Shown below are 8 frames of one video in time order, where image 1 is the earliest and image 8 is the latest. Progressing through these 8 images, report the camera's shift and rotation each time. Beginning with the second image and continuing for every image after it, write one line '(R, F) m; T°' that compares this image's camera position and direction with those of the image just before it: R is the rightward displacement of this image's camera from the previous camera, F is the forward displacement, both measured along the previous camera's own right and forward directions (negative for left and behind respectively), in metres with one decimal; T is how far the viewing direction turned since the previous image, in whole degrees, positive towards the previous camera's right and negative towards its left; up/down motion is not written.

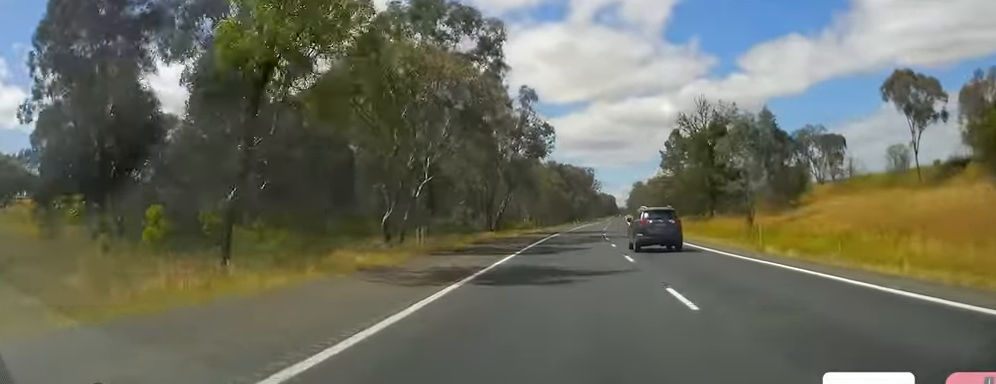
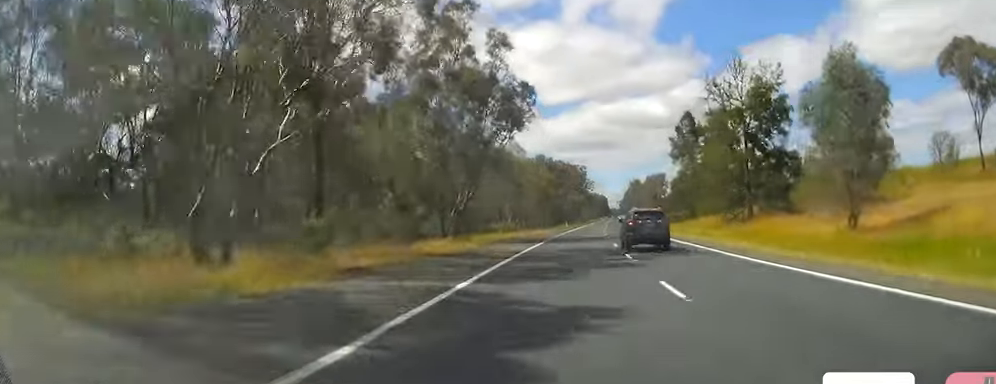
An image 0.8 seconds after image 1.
(0.0, +22.0) m; 0°
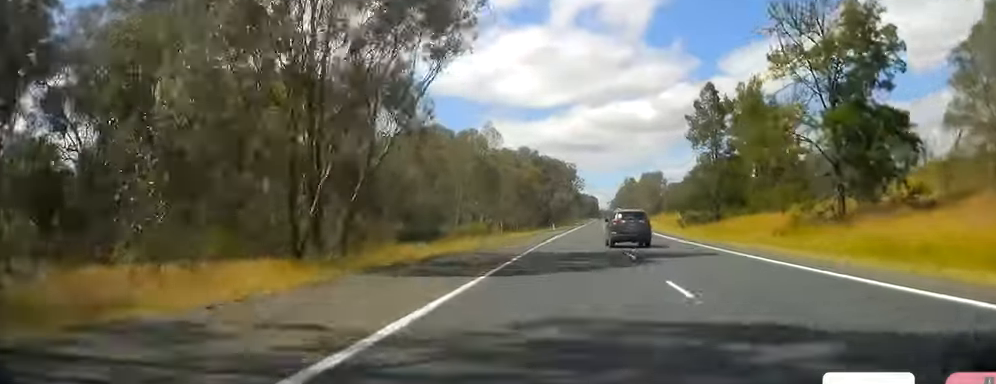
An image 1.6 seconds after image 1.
(-0.4, +23.9) m; +2°
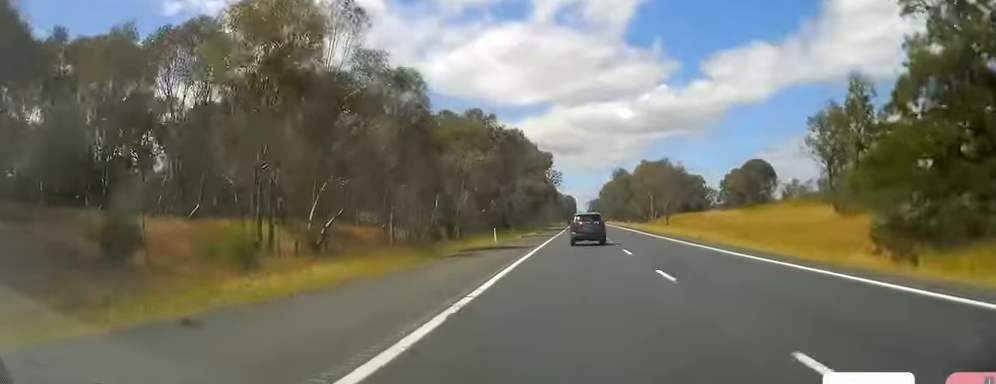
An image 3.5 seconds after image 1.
(+1.9, +55.5) m; +4°
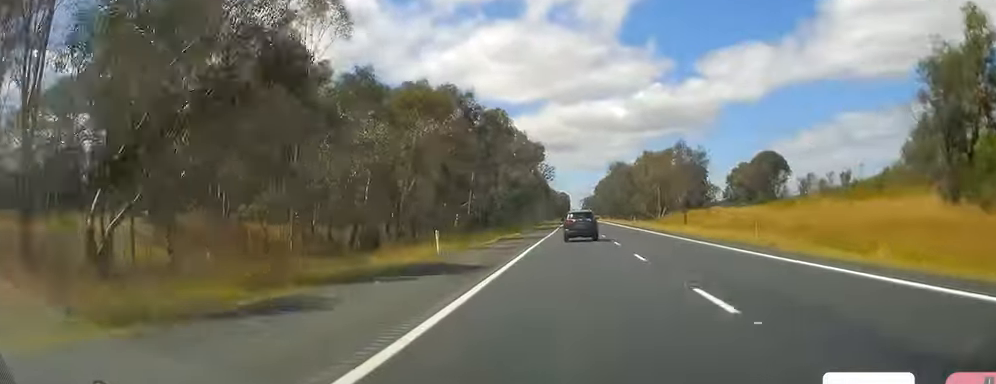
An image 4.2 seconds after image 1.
(+0.7, +18.2) m; 0°
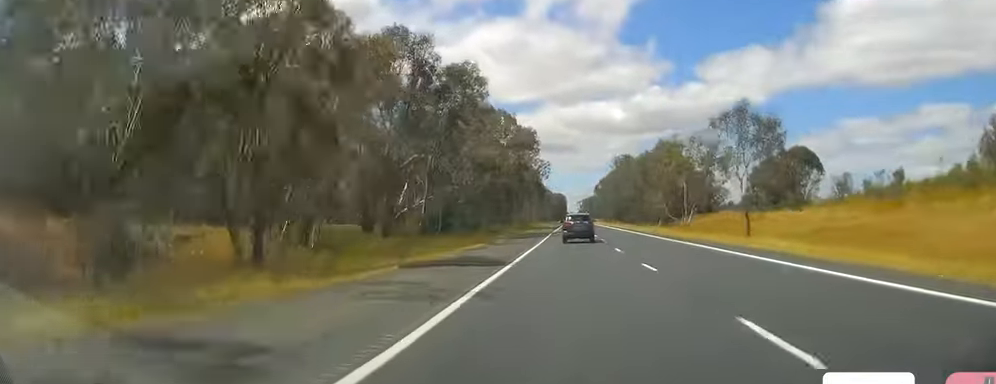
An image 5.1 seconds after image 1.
(-0.1, +26.9) m; 0°
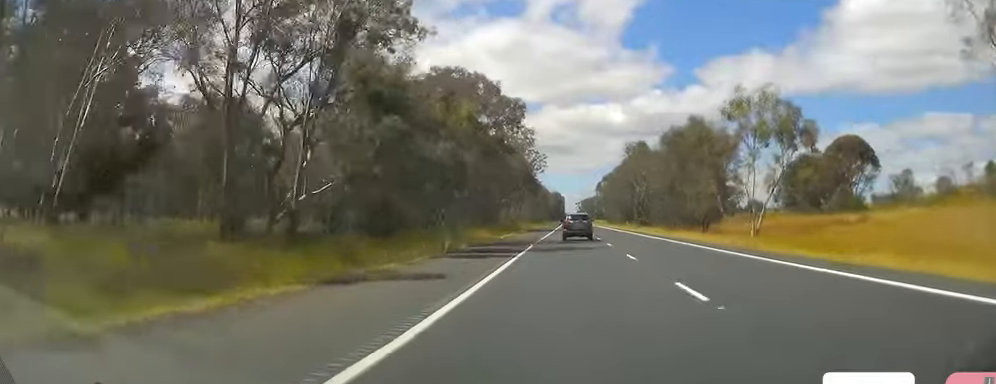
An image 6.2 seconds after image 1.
(-0.1, +30.8) m; +1°
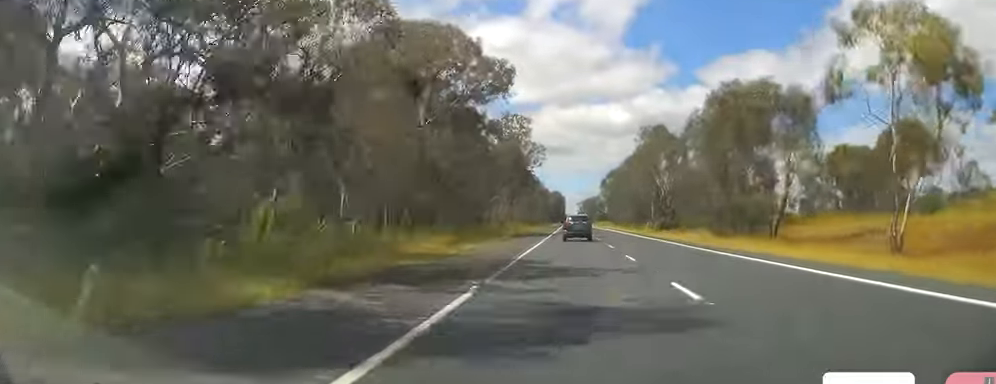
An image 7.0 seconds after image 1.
(+0.3, +23.0) m; +1°
